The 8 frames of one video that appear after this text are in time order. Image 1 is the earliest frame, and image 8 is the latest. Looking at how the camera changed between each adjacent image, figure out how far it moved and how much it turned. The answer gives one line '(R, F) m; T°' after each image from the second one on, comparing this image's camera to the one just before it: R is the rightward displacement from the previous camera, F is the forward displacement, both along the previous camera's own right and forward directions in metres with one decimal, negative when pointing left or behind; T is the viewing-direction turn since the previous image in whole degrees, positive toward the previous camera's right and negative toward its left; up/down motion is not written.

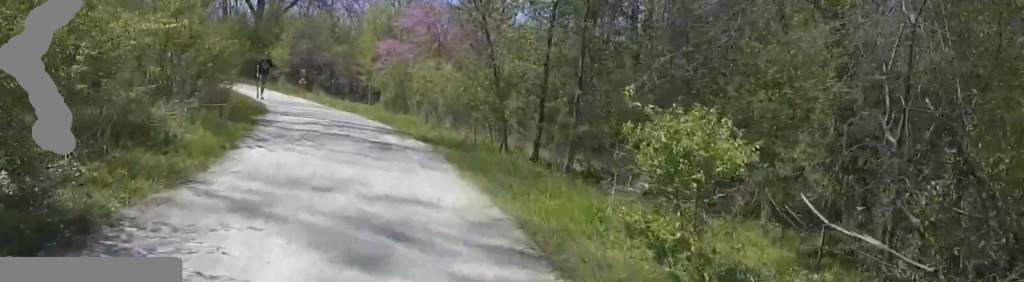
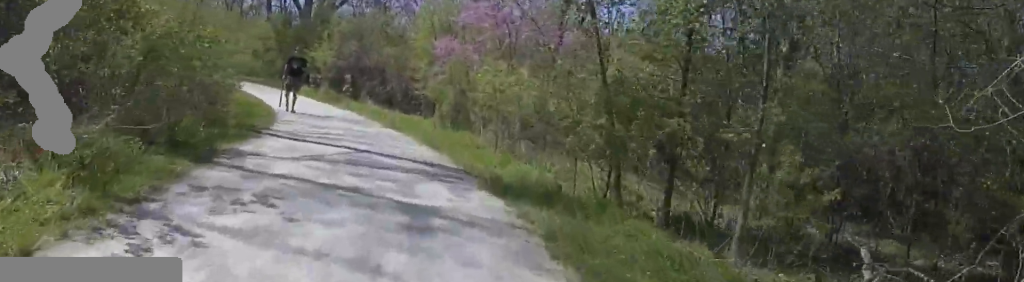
(-0.8, +4.4) m; -10°
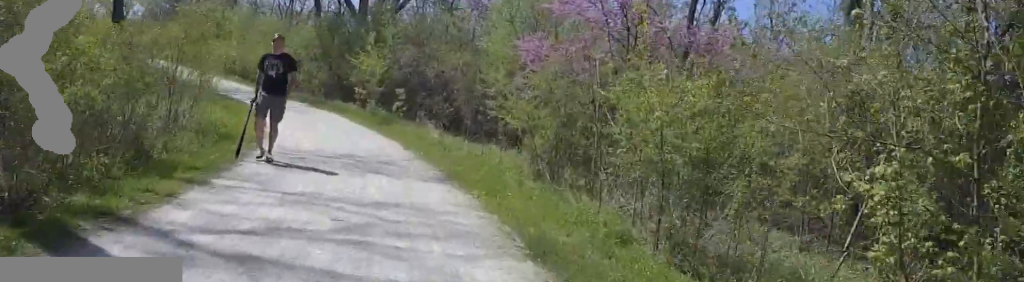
(-0.1, +6.1) m; -6°
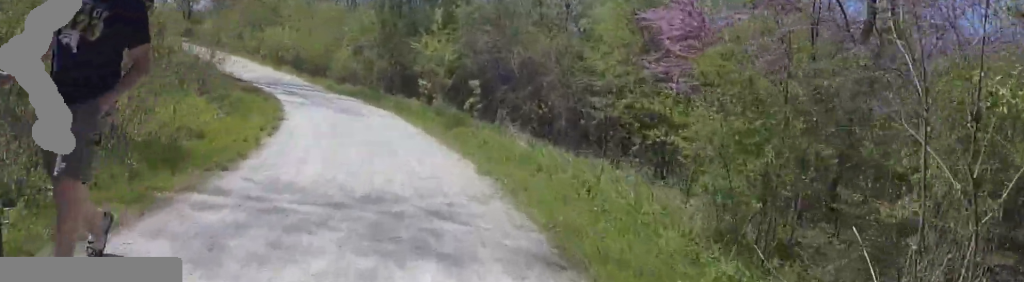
(0.0, +4.2) m; -10°
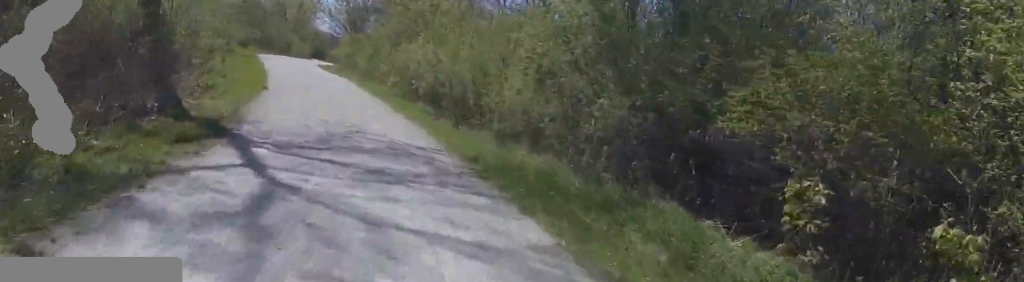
(+0.8, +12.6) m; +4°
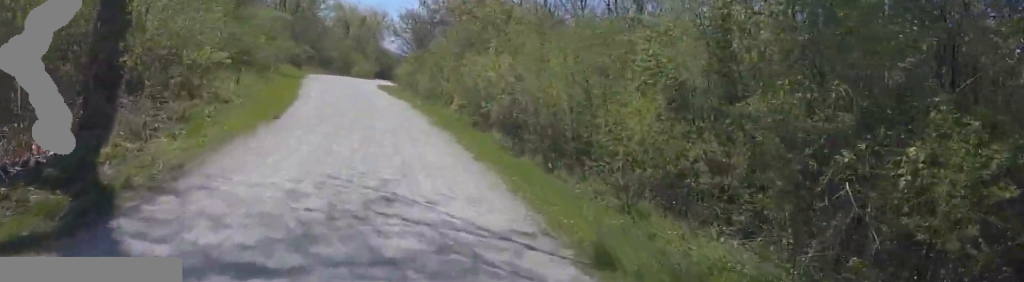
(-0.3, +4.3) m; -12°
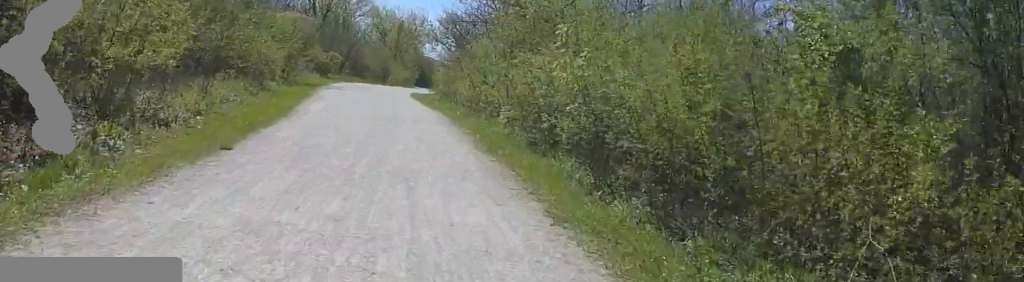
(-0.8, +4.2) m; -10°
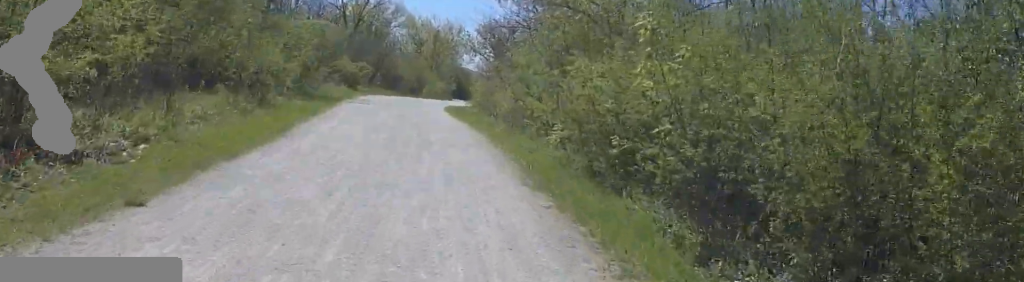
(0.0, +2.7) m; -1°
